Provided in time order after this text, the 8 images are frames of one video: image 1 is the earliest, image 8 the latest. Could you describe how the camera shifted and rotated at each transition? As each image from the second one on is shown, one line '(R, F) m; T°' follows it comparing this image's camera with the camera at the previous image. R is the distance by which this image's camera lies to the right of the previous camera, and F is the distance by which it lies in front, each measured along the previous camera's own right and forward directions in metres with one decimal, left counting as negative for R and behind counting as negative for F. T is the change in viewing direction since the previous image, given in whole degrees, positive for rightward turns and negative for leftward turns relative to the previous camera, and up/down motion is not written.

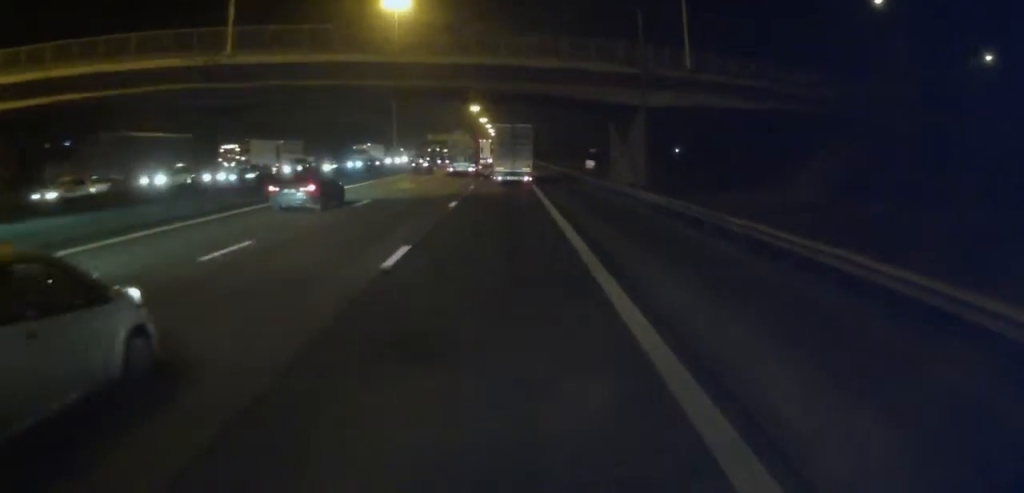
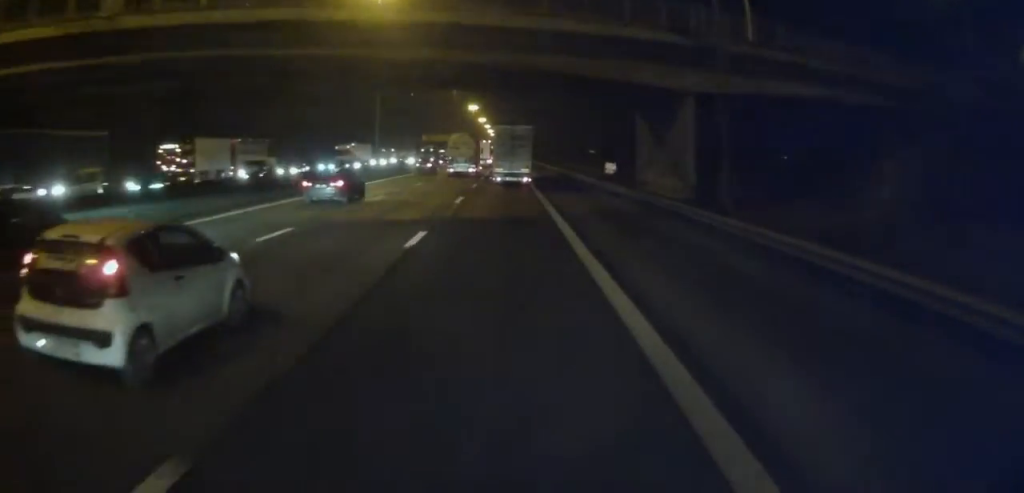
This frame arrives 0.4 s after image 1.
(-0.2, +10.2) m; -1°
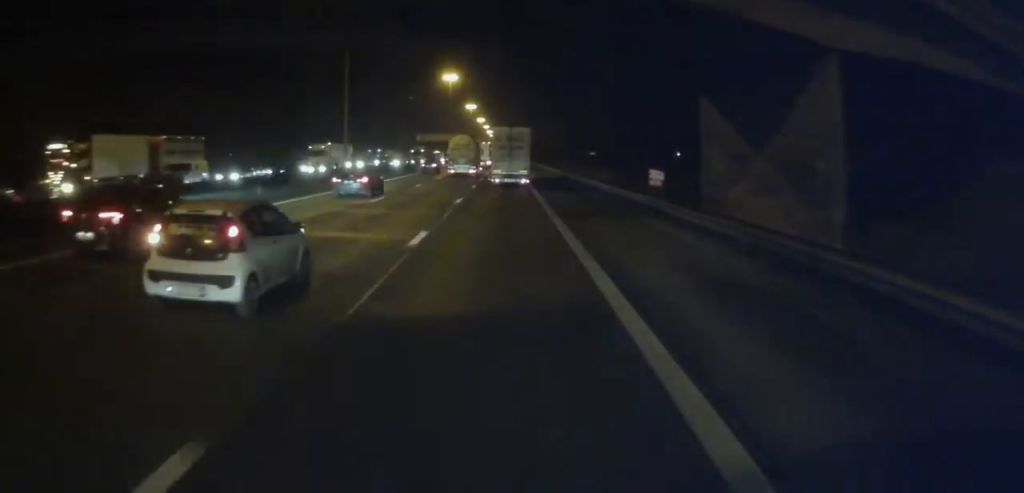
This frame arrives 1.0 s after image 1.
(-0.1, +12.6) m; -1°
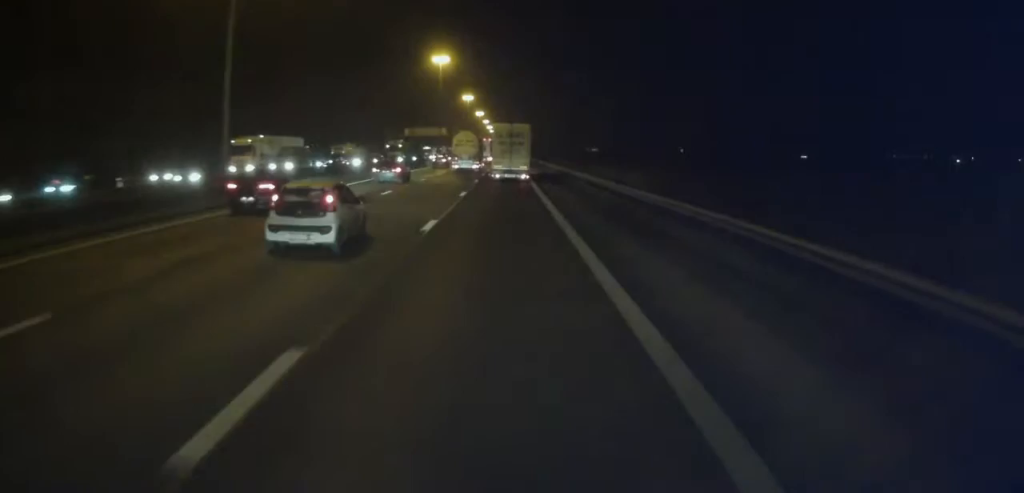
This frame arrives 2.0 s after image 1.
(0.0, +23.6) m; 0°
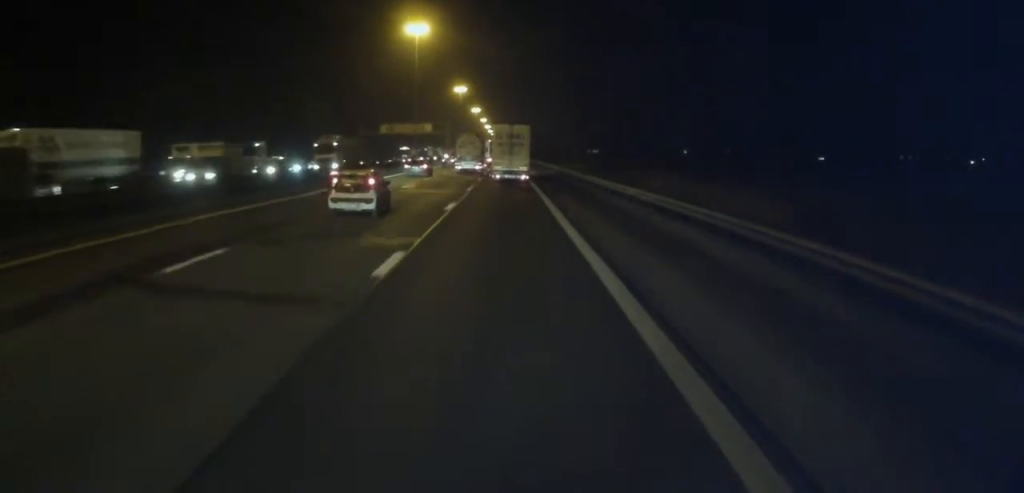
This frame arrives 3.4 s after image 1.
(0.0, +33.0) m; 0°
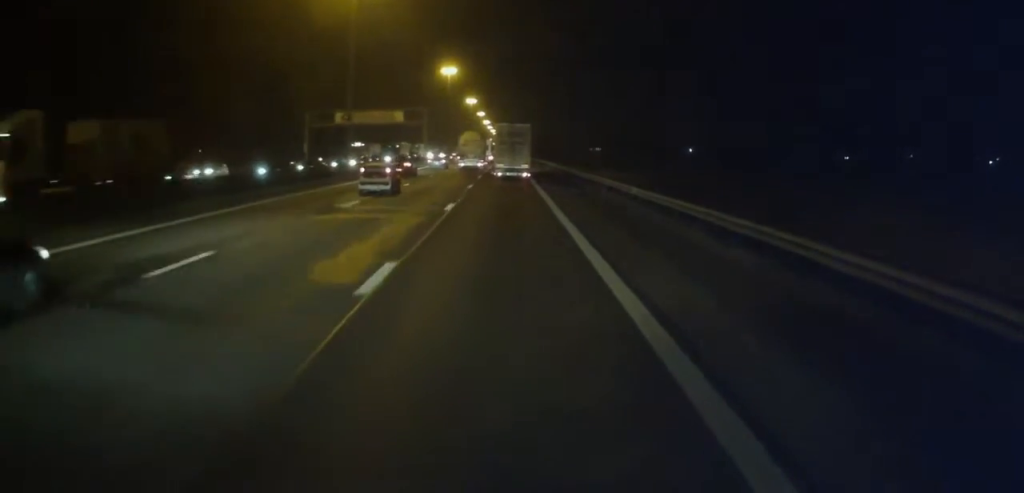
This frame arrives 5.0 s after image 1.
(0.0, +39.3) m; 0°
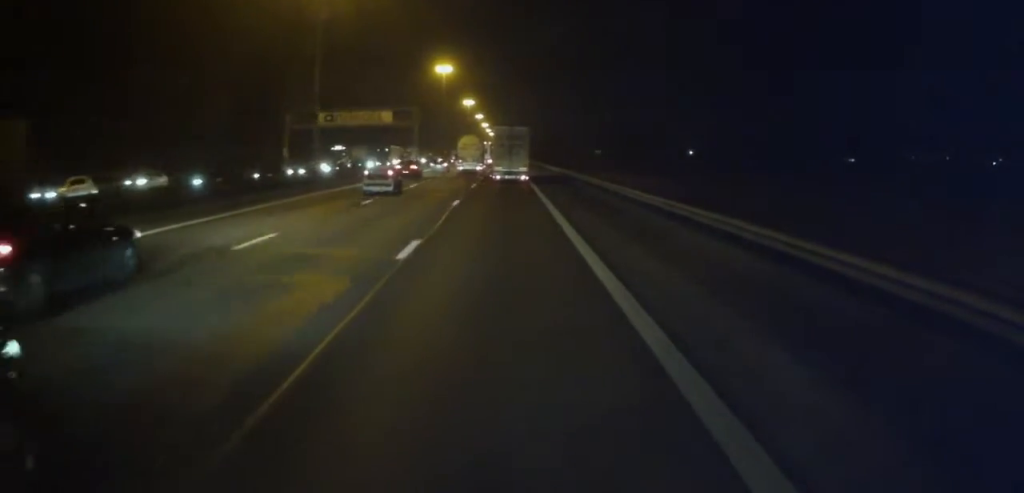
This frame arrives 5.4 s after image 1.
(0.0, +9.5) m; 0°
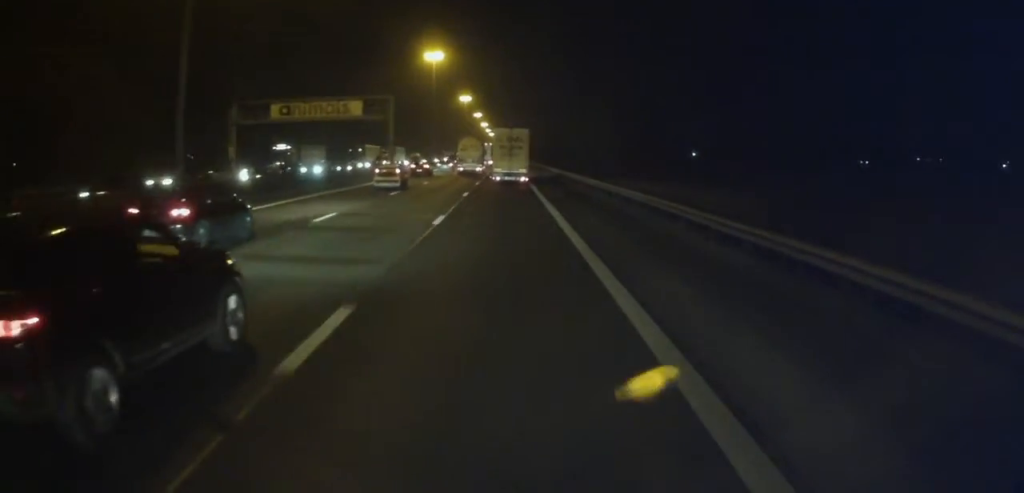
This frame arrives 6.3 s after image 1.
(+0.1, +19.6) m; +1°
